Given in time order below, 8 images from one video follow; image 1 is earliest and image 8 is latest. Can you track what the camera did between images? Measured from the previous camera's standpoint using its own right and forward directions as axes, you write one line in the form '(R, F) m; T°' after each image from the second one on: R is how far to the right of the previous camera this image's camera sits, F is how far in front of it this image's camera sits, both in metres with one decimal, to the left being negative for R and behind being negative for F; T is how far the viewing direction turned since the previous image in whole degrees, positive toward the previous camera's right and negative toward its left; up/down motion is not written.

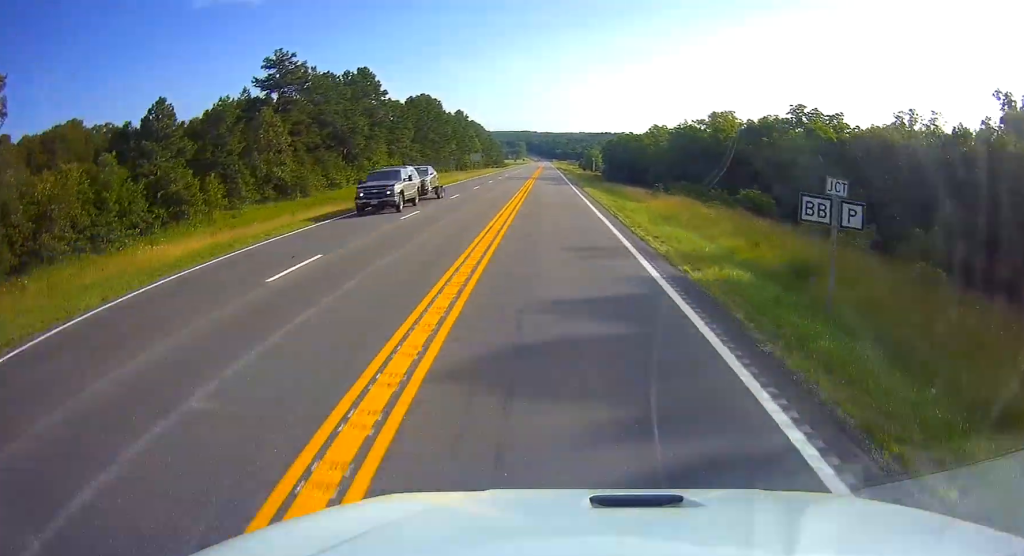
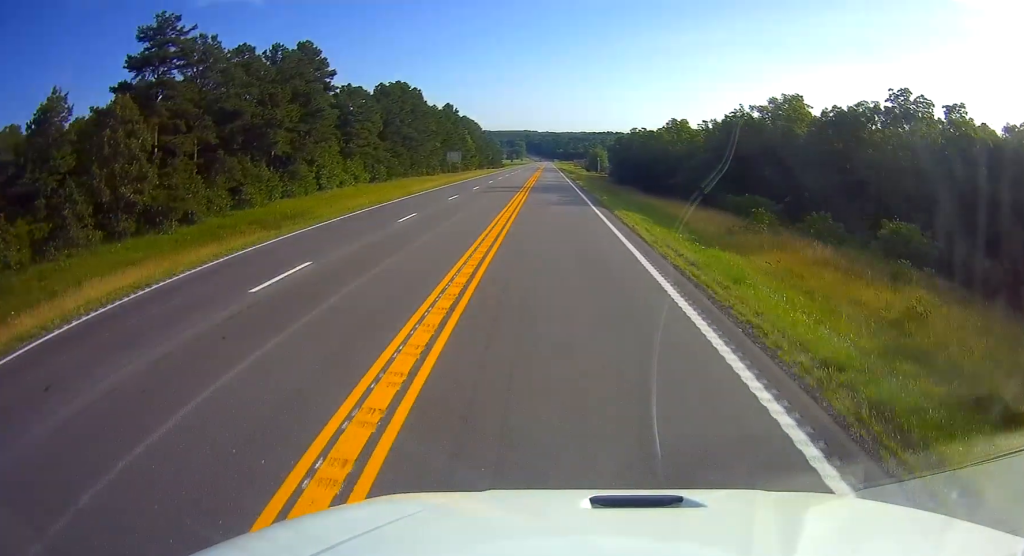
(+0.4, +25.0) m; +1°
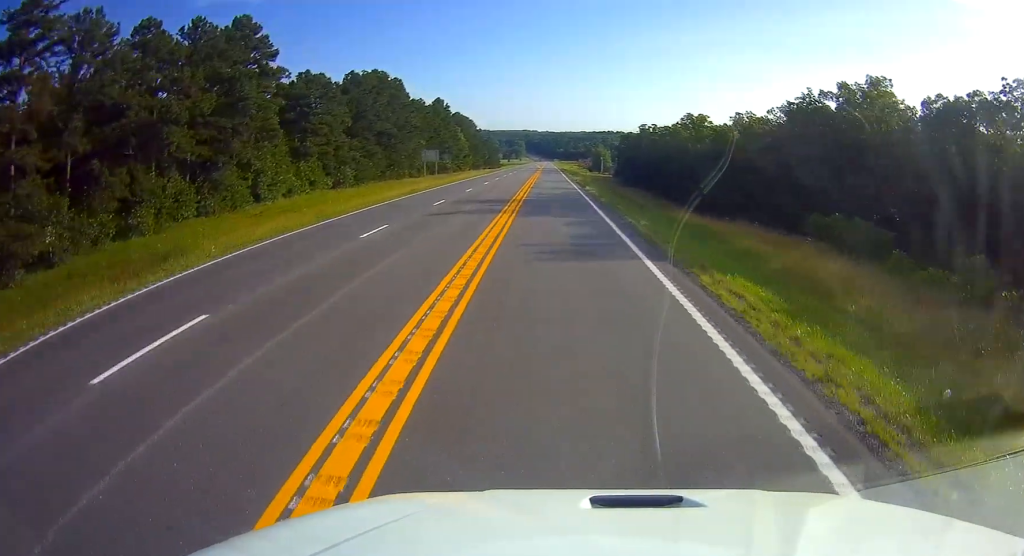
(+0.1, +16.9) m; 0°
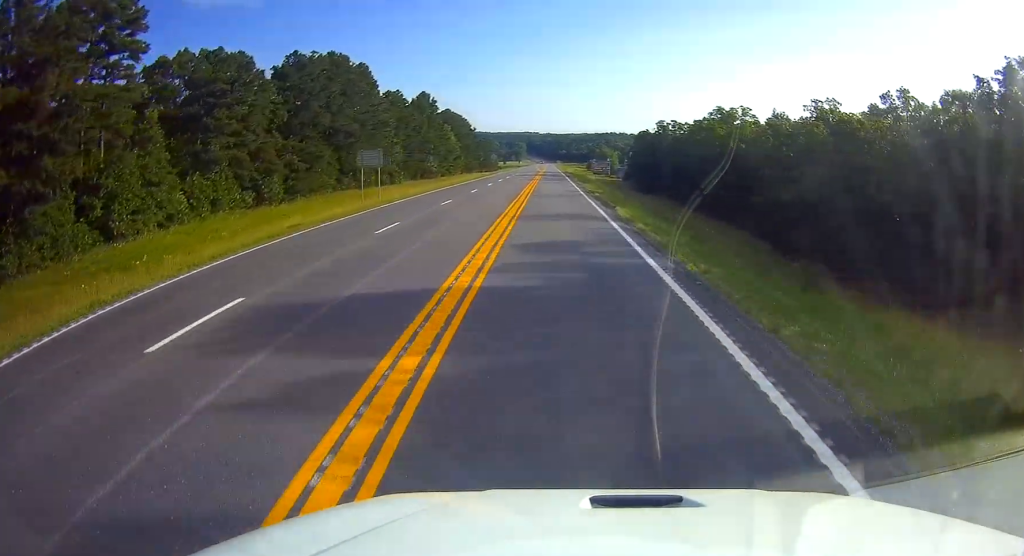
(0.0, +22.9) m; 0°
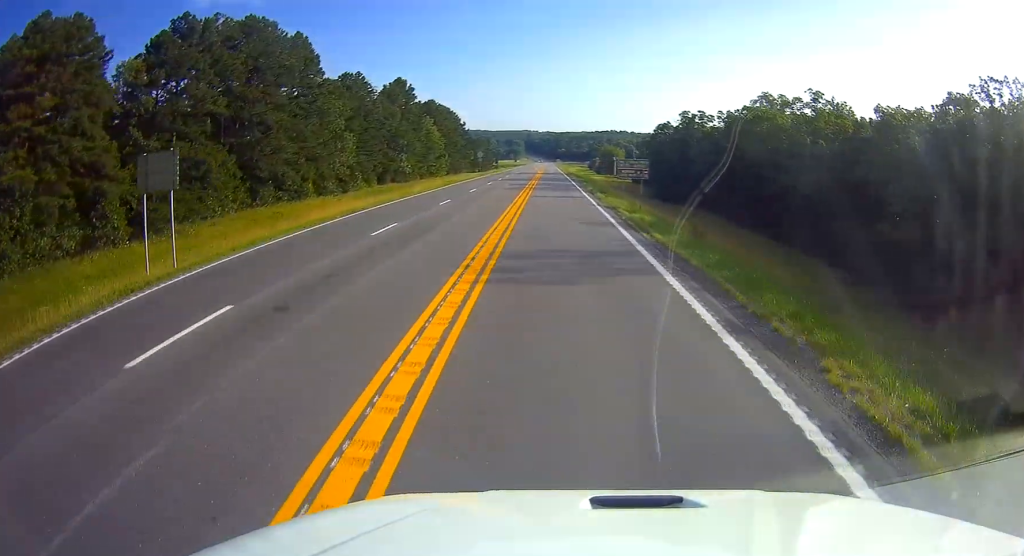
(0.0, +24.8) m; -1°
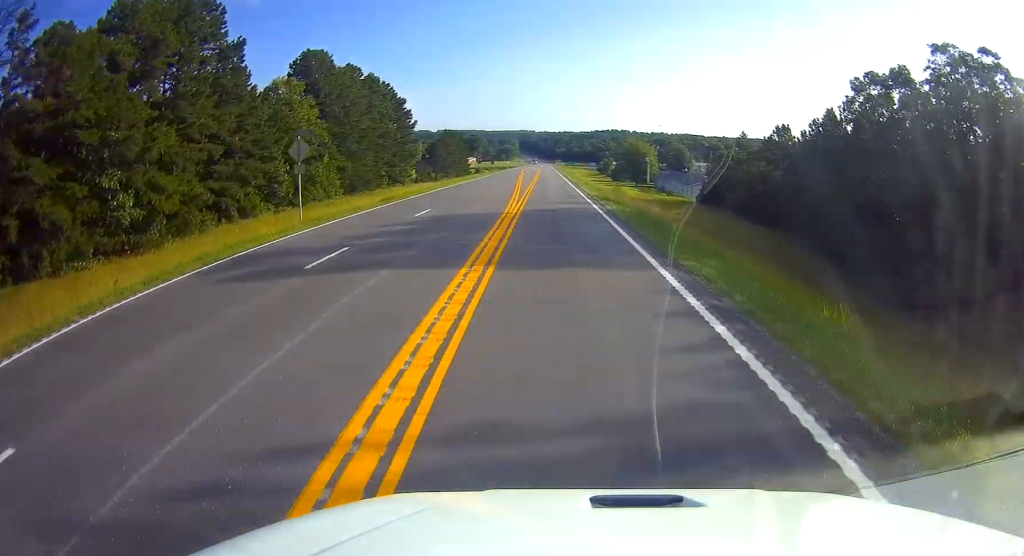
(+0.3, +78.2) m; +1°
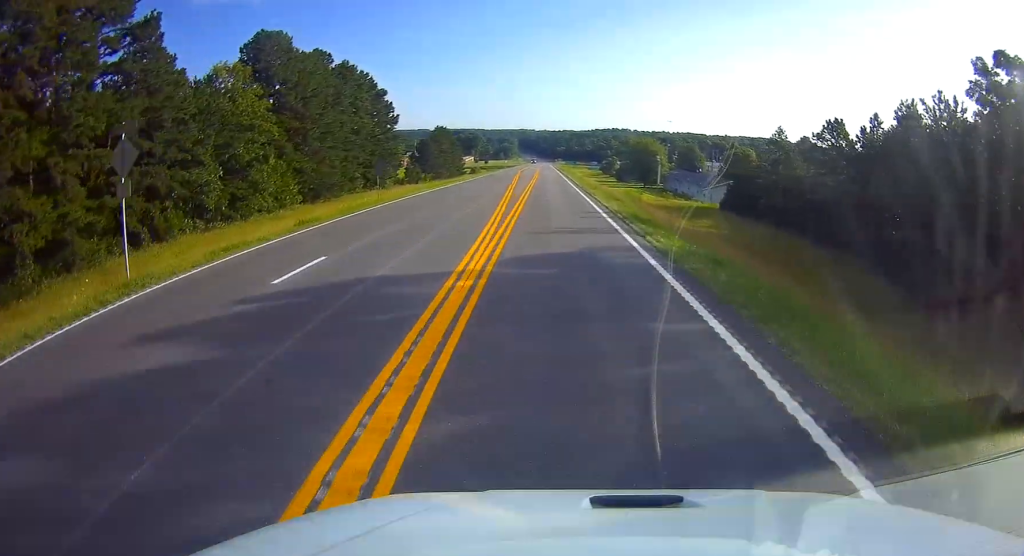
(+0.1, +13.8) m; -1°
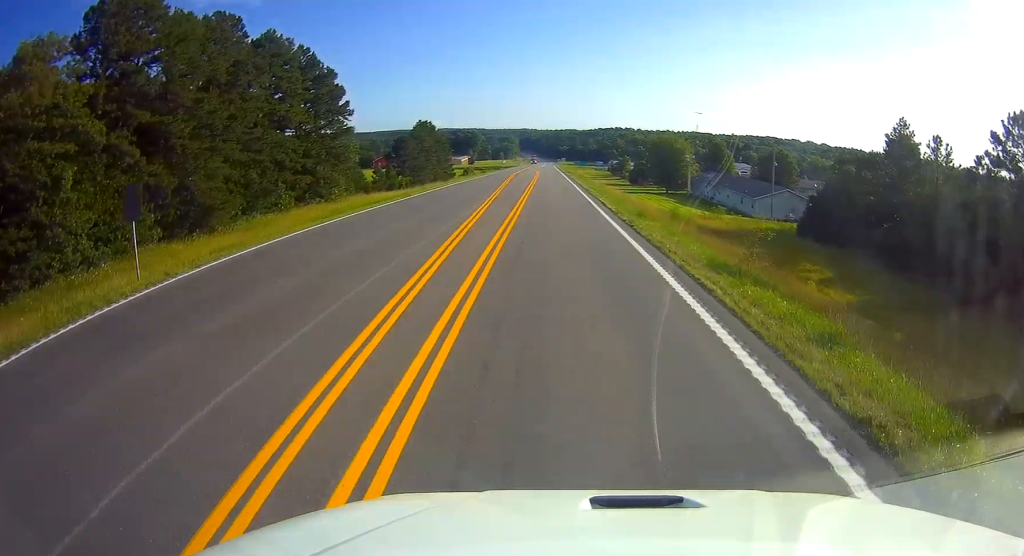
(-0.5, +26.5) m; 0°
